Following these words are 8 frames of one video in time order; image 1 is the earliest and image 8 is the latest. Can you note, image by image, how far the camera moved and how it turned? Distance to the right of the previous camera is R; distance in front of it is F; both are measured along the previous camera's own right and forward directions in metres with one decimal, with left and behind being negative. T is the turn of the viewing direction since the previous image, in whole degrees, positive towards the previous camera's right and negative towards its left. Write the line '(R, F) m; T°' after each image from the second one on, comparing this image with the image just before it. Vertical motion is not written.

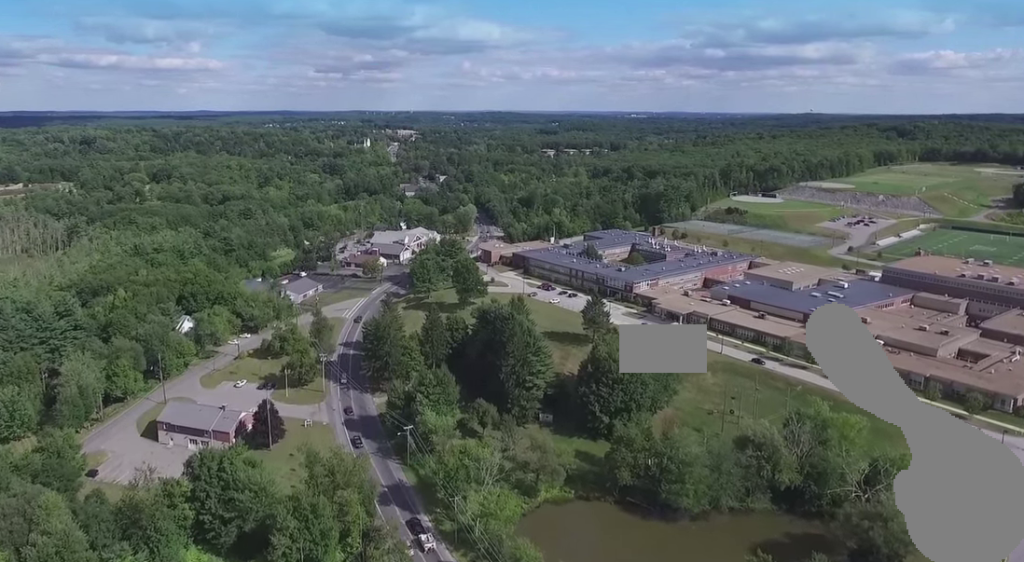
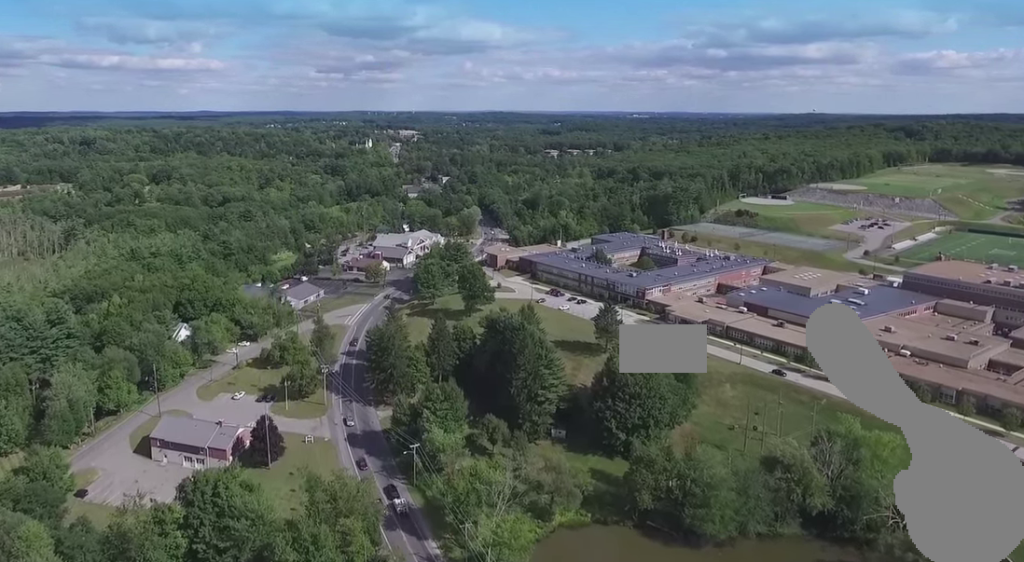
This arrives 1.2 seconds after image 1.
(-0.2, +9.9) m; -1°
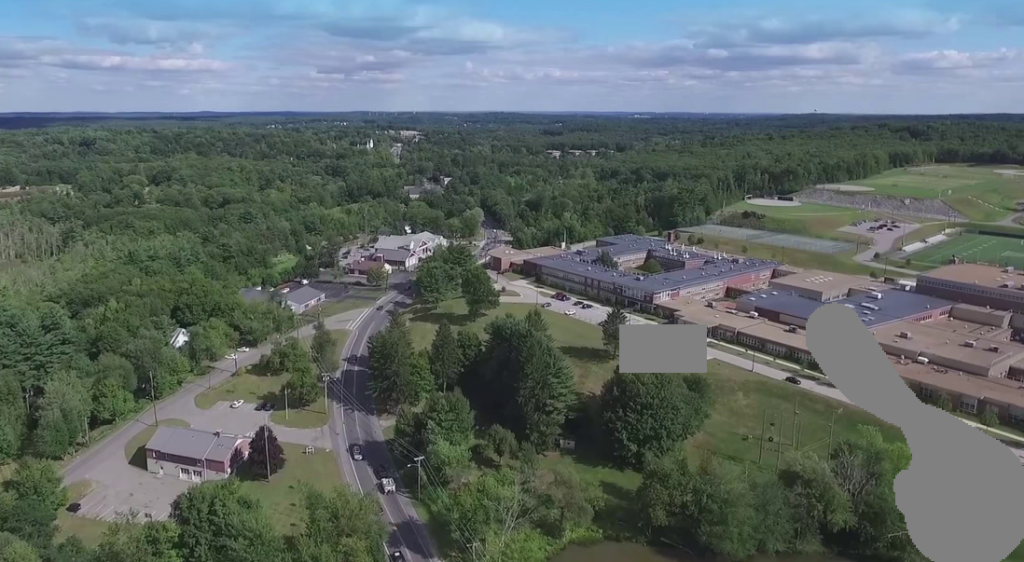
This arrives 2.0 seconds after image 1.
(+0.1, +5.8) m; +1°
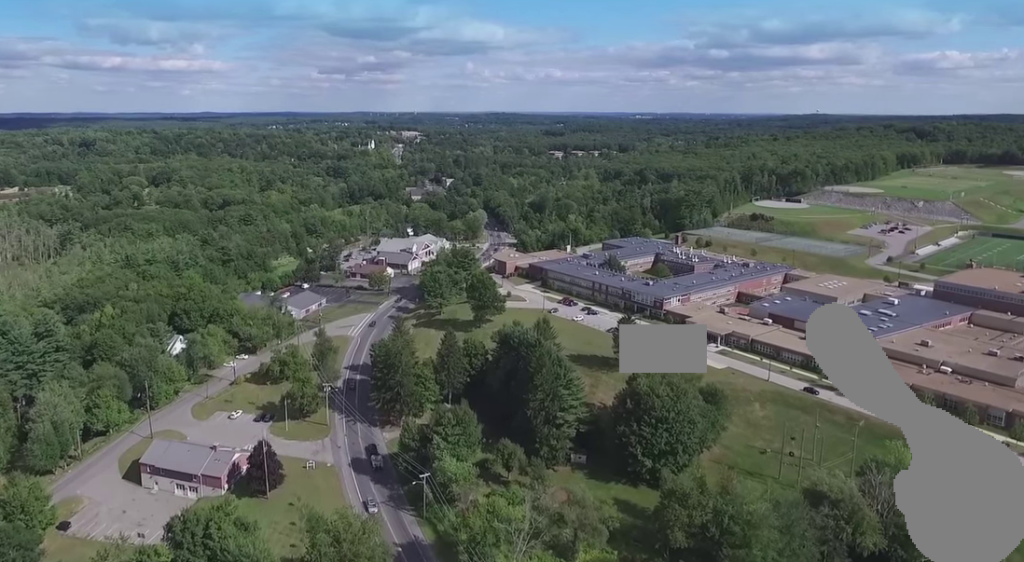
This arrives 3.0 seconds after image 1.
(0.0, +7.1) m; 0°
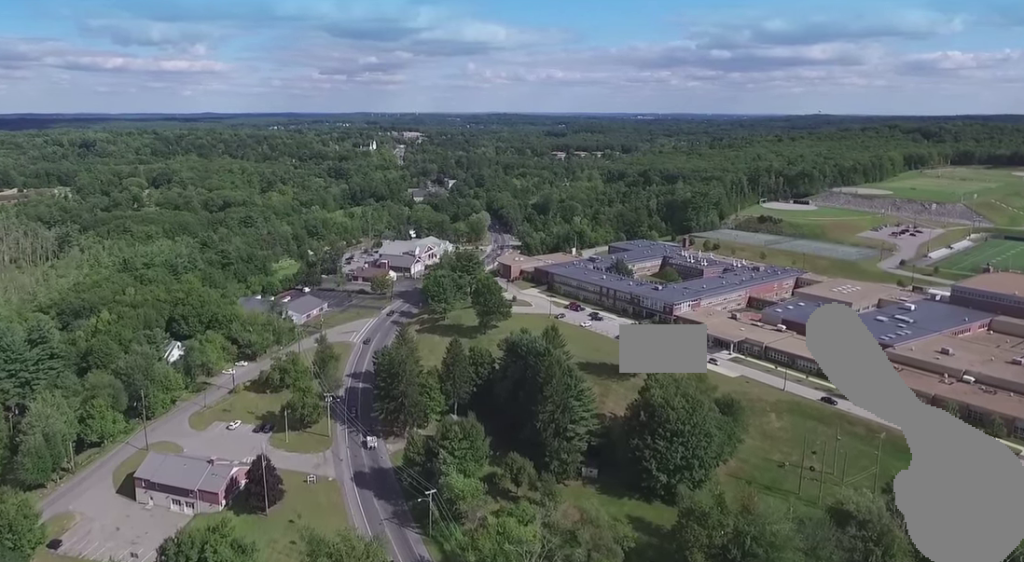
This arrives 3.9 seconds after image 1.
(0.0, +7.0) m; 0°
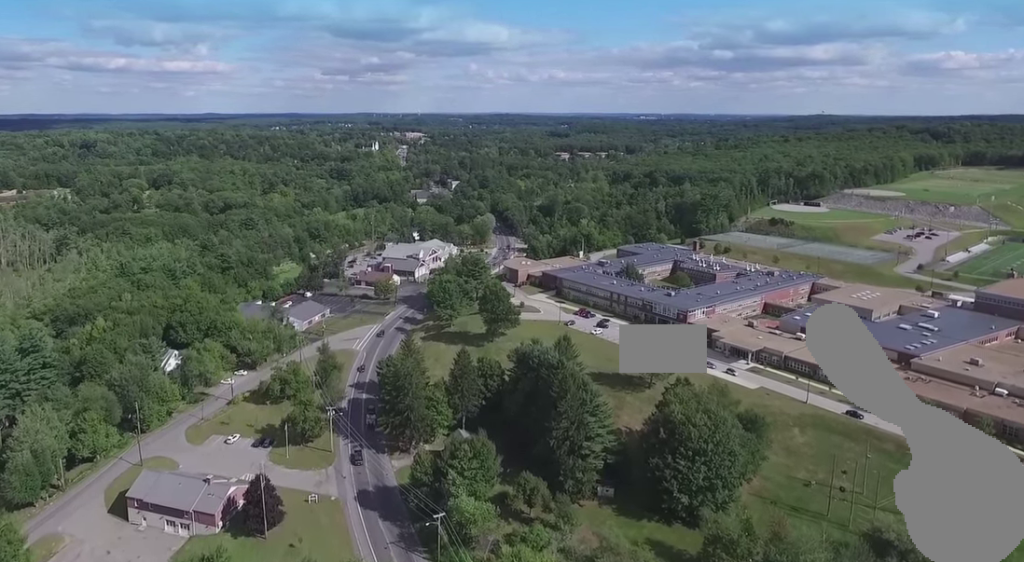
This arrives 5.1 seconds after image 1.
(0.0, +8.9) m; +1°
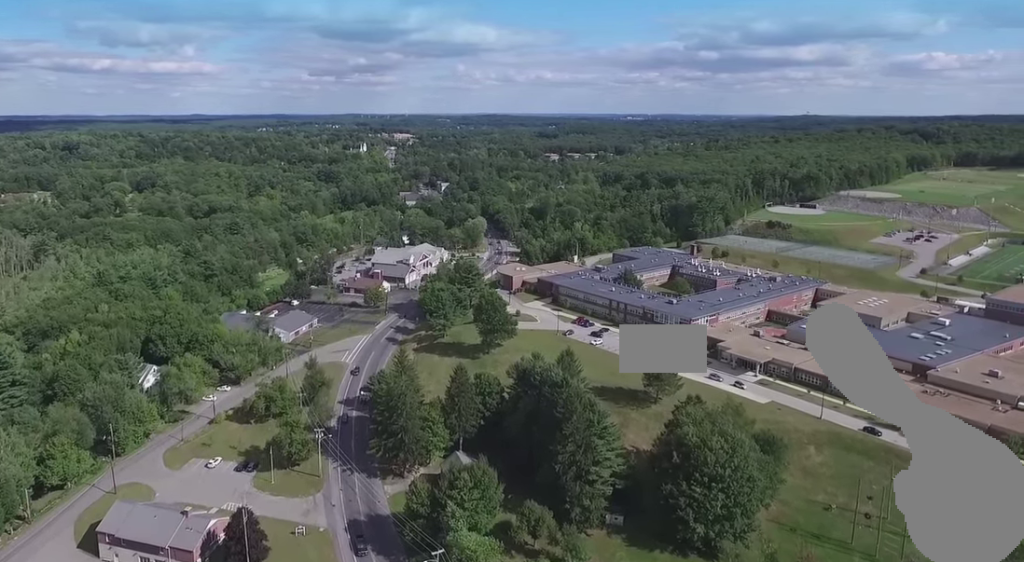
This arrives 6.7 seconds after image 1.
(+0.2, +11.4) m; +4°
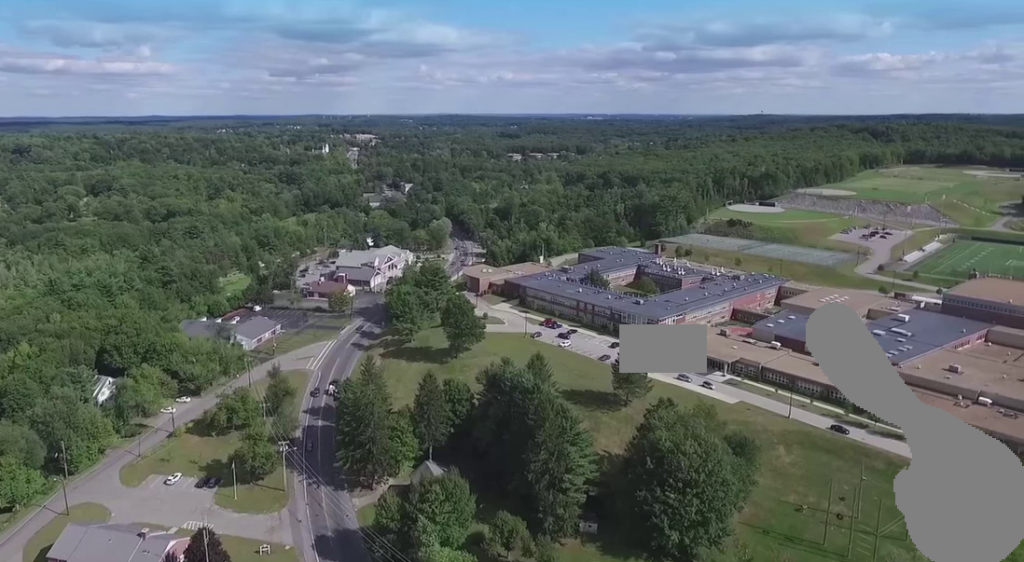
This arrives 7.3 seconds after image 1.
(0.0, +4.6) m; +3°
